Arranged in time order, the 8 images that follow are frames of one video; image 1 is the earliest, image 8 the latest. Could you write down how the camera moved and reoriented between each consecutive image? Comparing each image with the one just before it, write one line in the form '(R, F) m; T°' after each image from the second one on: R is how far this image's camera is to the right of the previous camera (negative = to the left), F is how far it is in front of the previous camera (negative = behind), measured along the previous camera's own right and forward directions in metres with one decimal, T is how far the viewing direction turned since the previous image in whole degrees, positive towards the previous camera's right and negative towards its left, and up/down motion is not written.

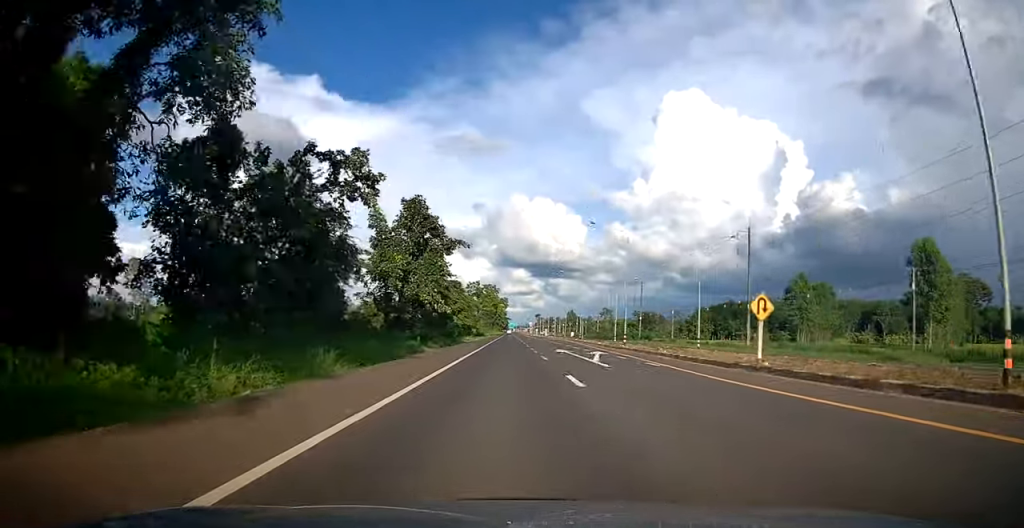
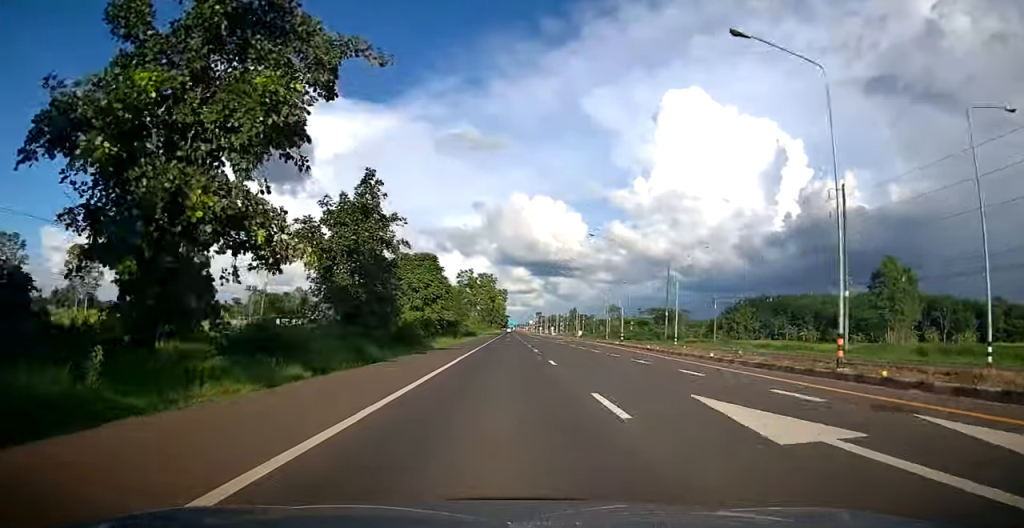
(+0.1, +26.9) m; +1°
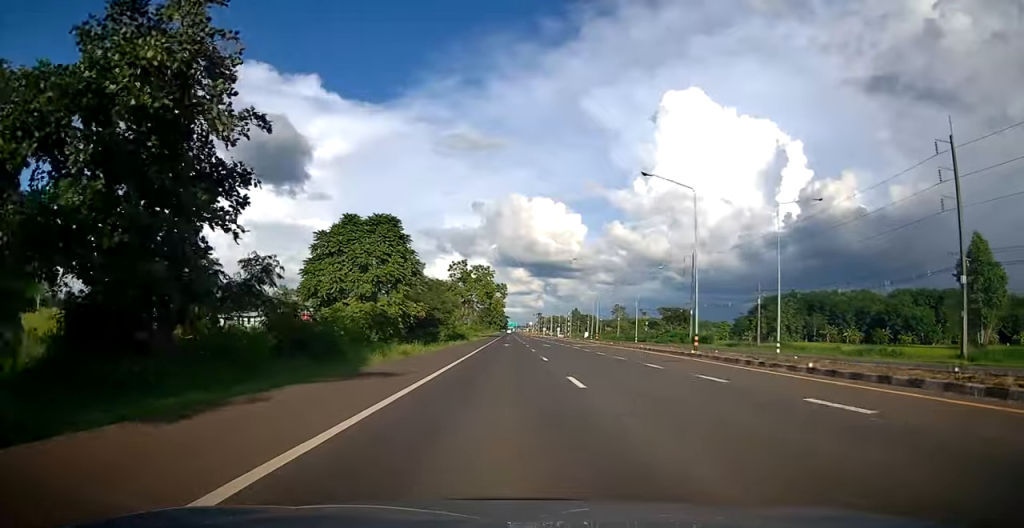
(+0.2, +20.2) m; 0°
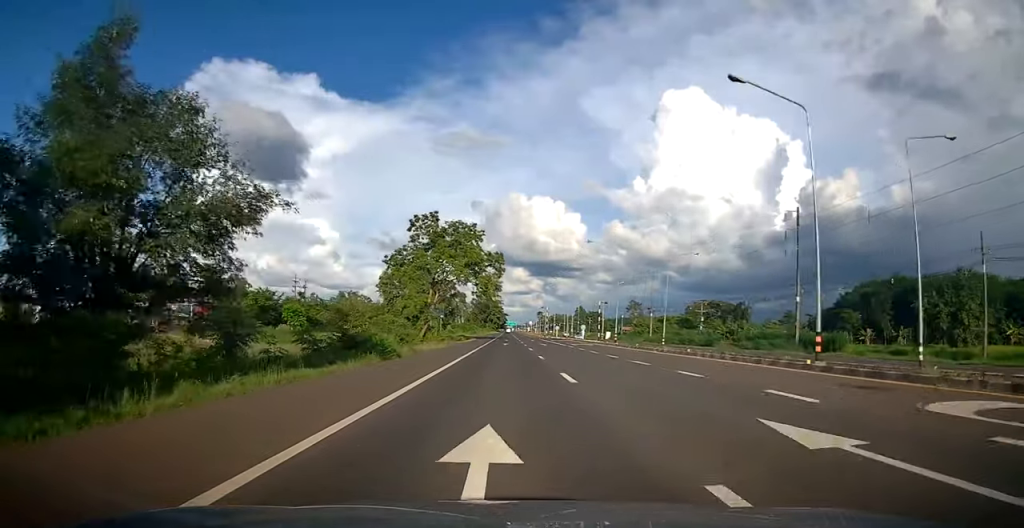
(-0.4, +43.1) m; -1°
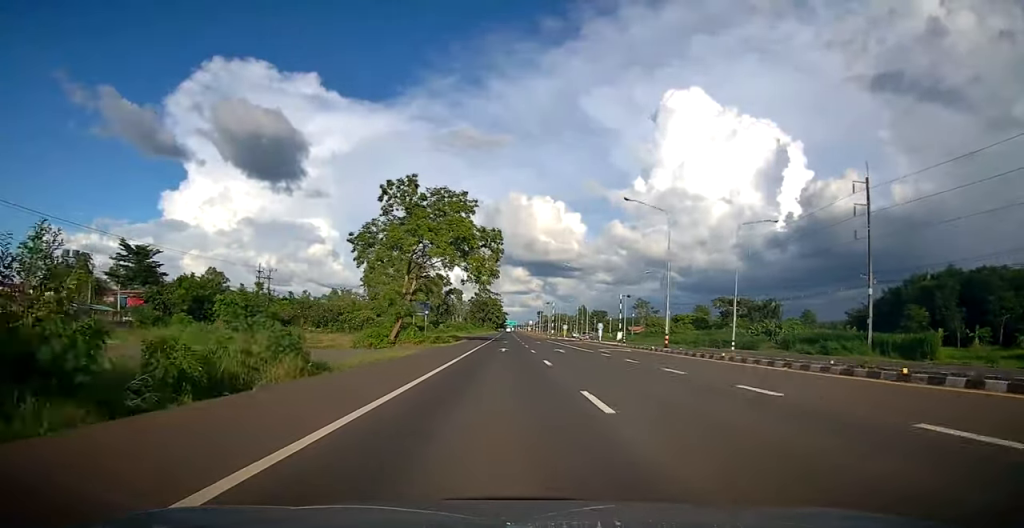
(0.0, +15.4) m; 0°
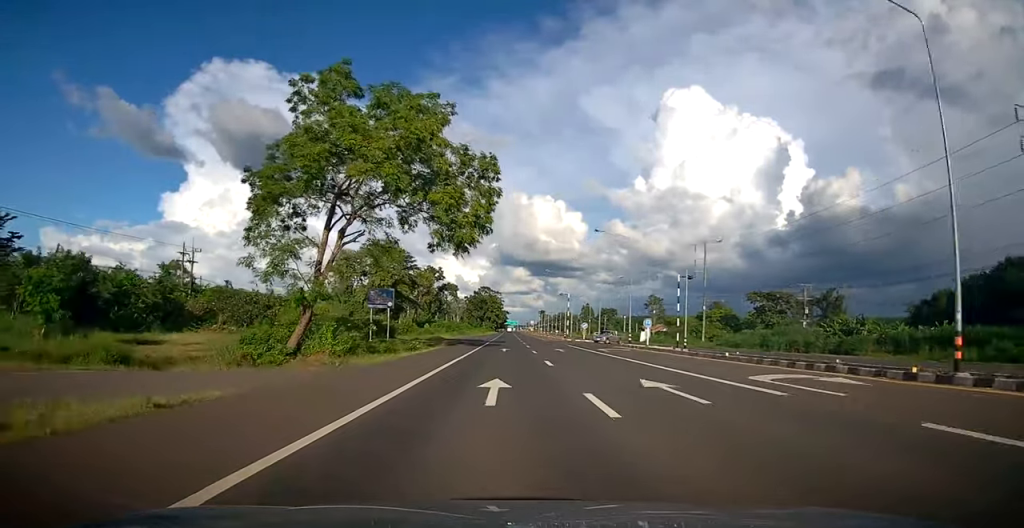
(+0.1, +23.8) m; 0°
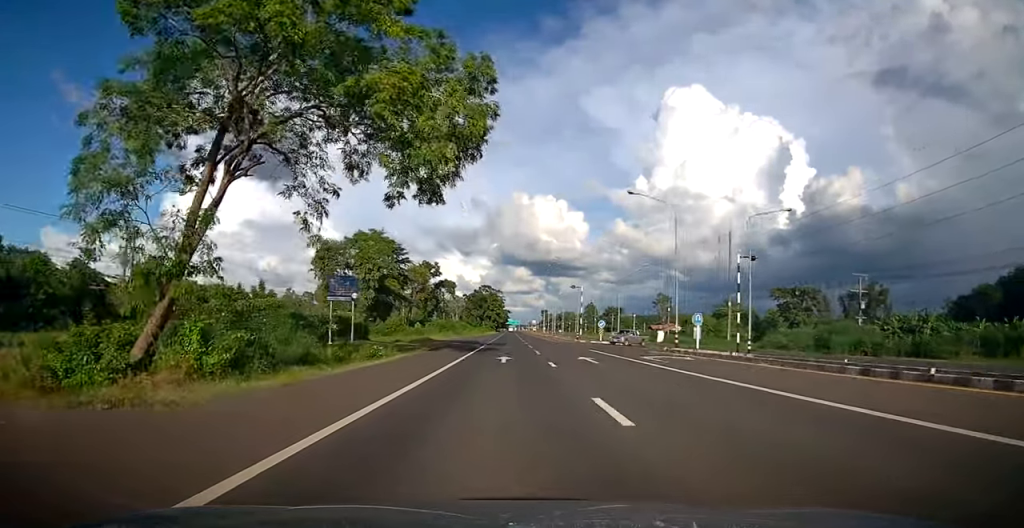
(-0.2, +12.4) m; 0°
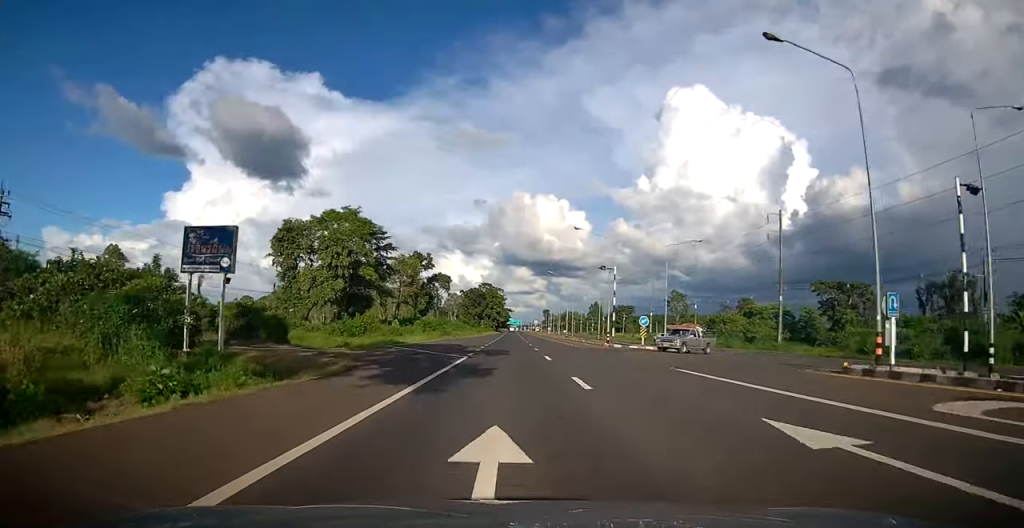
(0.0, +19.5) m; 0°
